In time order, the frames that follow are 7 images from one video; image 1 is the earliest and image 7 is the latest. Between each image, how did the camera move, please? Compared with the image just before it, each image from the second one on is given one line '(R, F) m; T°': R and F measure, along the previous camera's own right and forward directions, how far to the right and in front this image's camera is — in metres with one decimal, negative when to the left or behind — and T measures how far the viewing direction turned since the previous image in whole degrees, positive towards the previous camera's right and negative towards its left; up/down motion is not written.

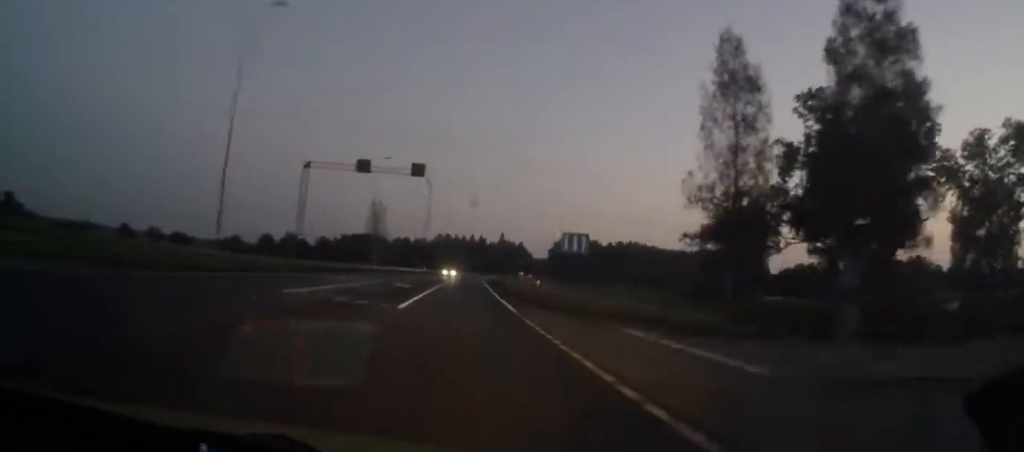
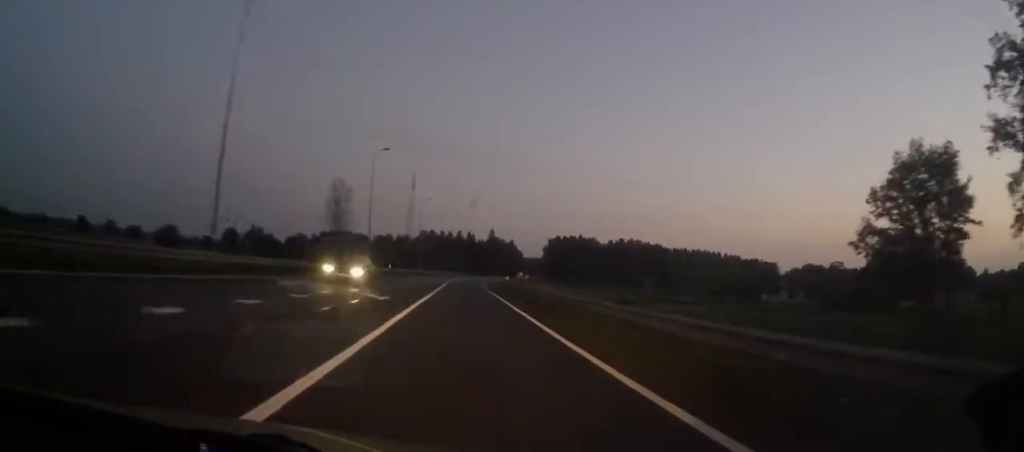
(+1.1, +41.6) m; +2°
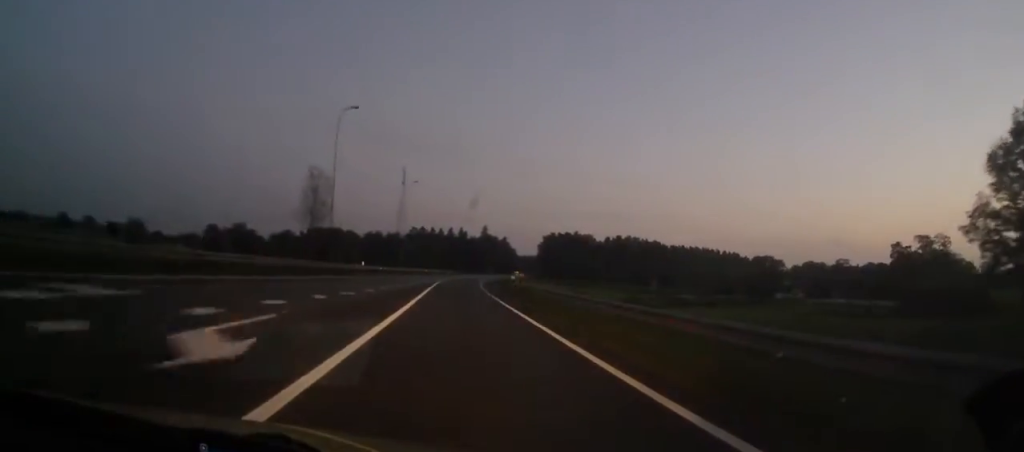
(+0.1, +15.1) m; 0°
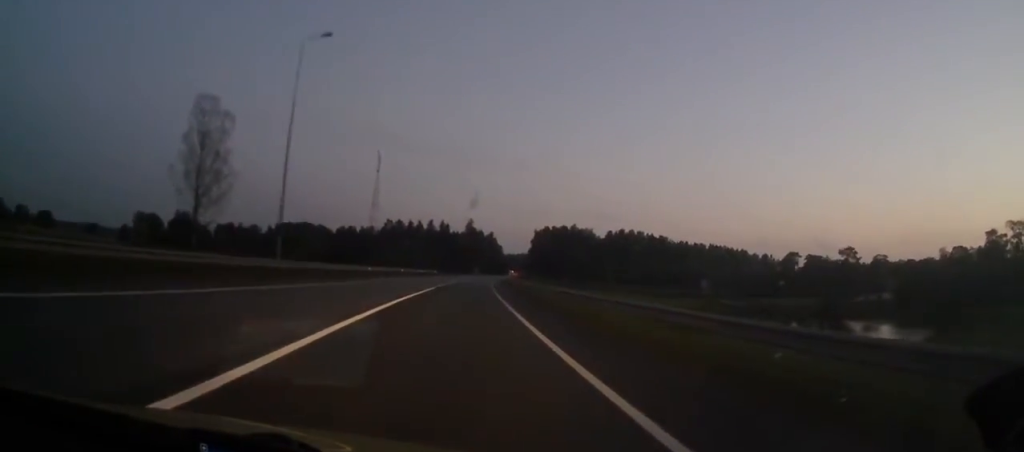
(+1.0, +51.7) m; +2°
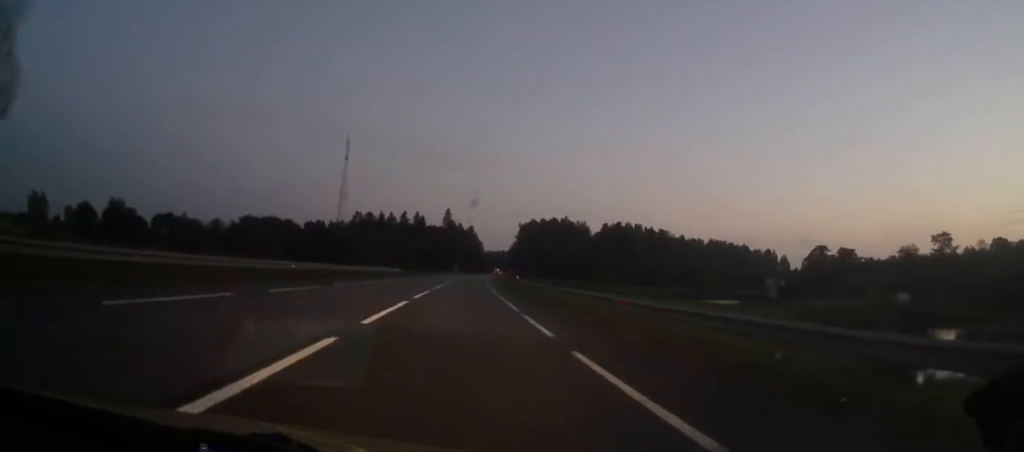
(+0.2, +40.7) m; +1°
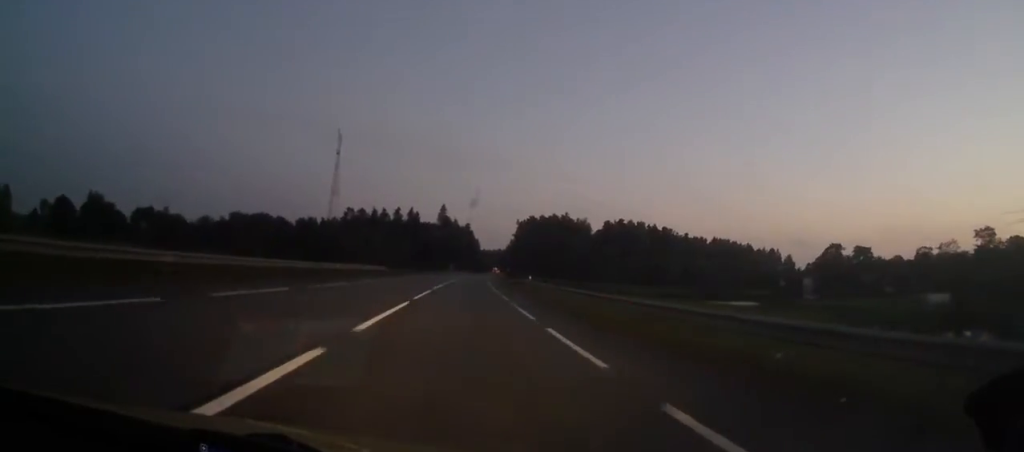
(+0.1, +13.4) m; 0°
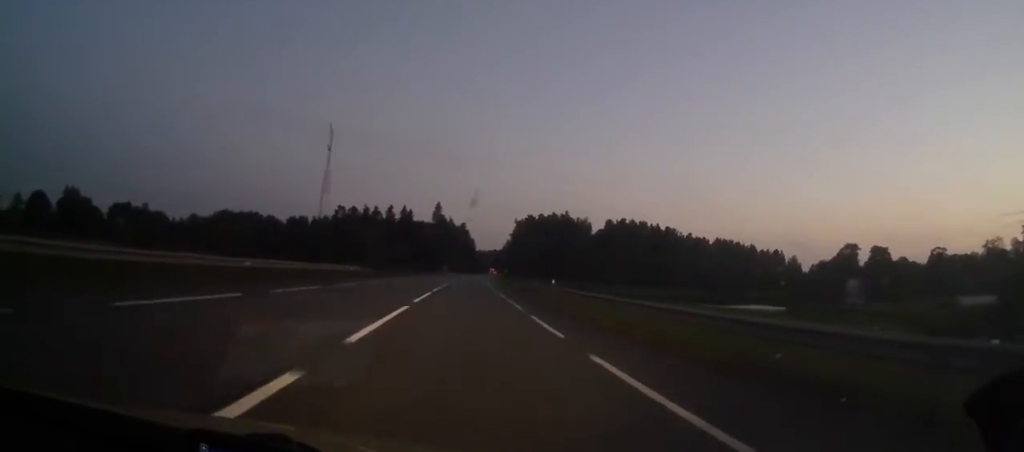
(0.0, +13.5) m; 0°
